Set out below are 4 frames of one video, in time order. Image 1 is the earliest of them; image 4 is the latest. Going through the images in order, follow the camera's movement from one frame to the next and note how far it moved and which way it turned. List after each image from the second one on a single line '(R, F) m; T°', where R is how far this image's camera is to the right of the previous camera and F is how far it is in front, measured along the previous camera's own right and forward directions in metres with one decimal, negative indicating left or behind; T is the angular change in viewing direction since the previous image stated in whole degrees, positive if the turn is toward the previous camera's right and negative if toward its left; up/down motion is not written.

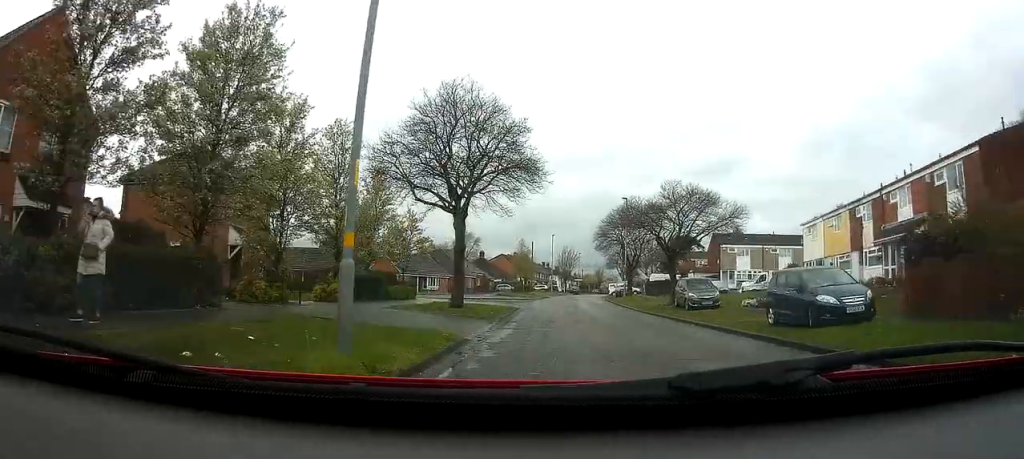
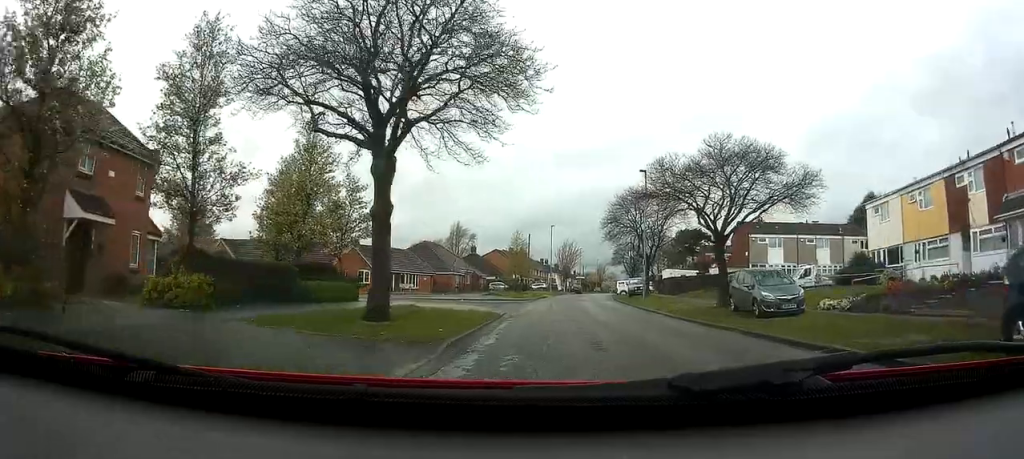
(-0.4, +10.2) m; 0°
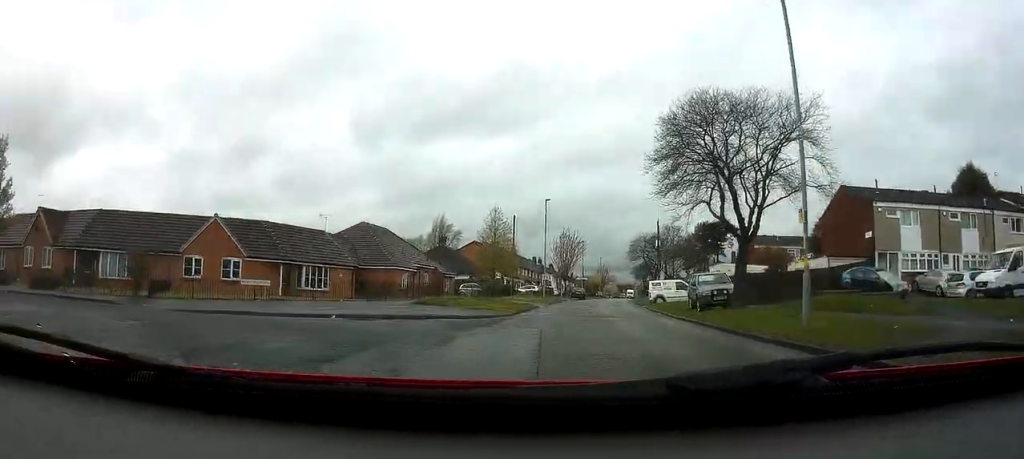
(+0.9, +24.1) m; 0°
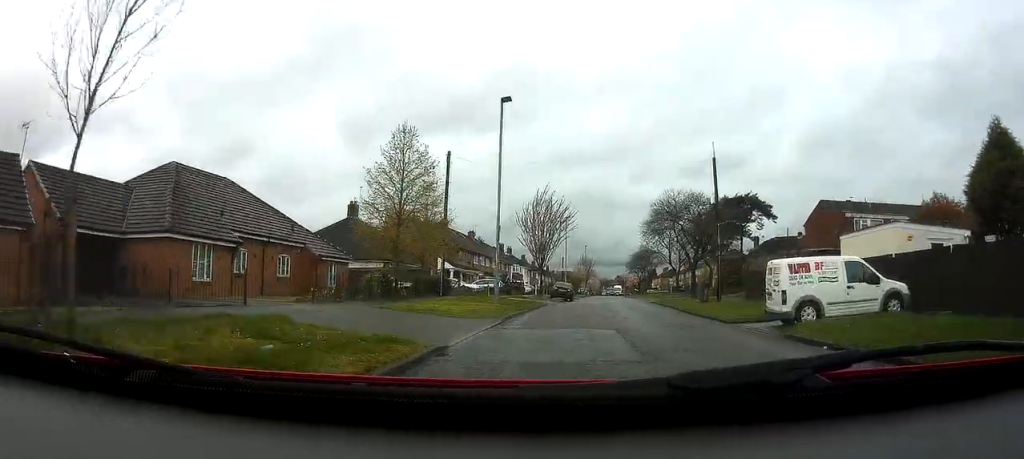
(+0.1, +26.6) m; +3°
